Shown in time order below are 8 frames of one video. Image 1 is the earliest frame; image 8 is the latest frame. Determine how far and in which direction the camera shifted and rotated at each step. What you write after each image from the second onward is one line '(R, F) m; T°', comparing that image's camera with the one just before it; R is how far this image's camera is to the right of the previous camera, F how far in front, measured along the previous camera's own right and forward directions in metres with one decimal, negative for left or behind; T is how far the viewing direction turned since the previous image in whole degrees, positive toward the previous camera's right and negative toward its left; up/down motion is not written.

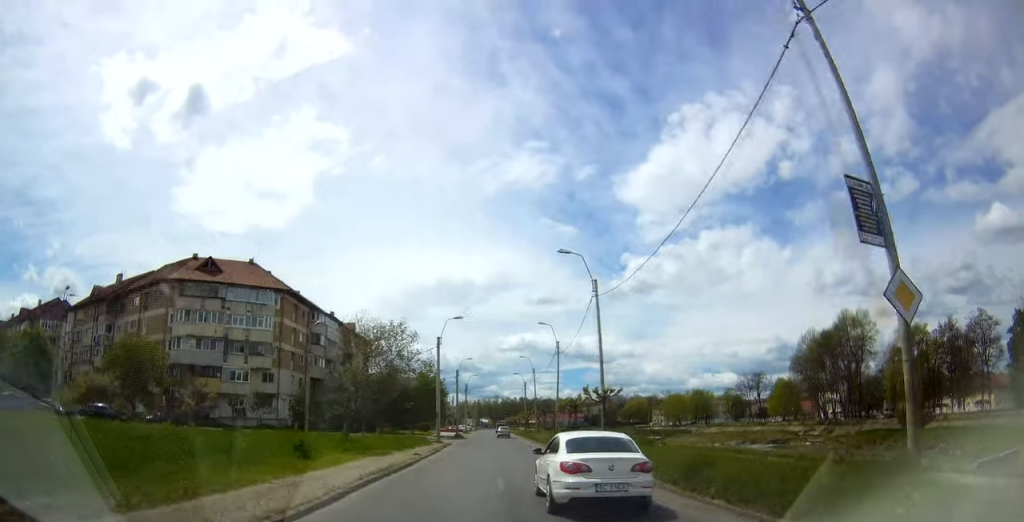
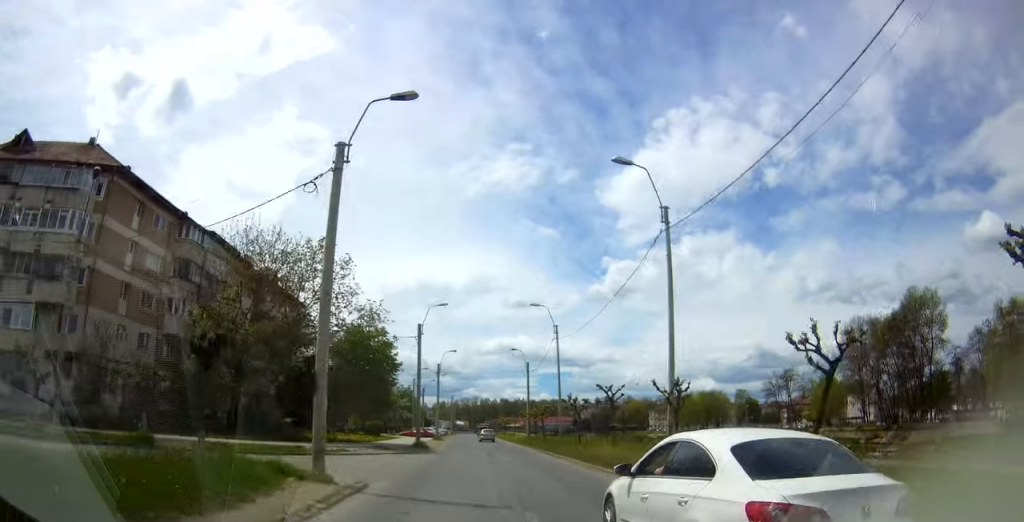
(+0.1, +35.1) m; +1°
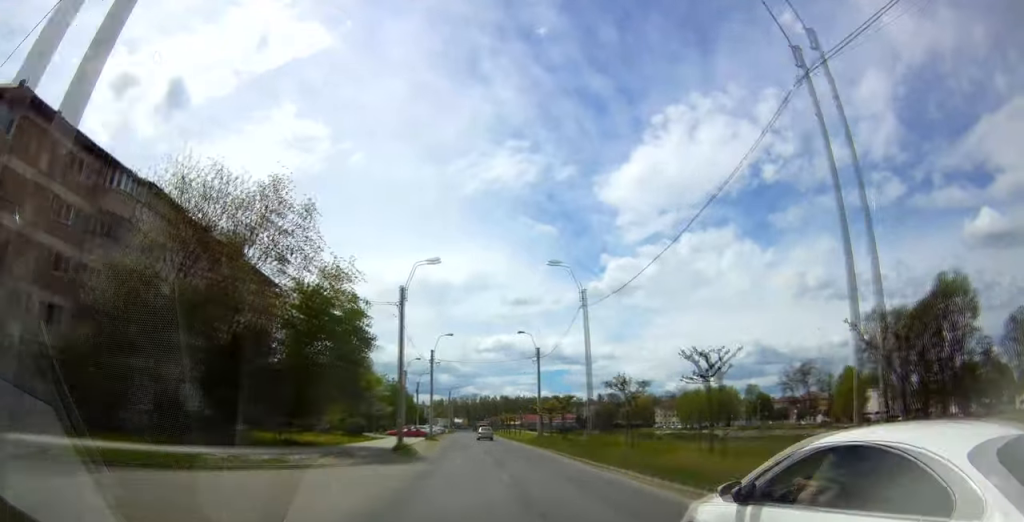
(+0.1, +11.1) m; +1°
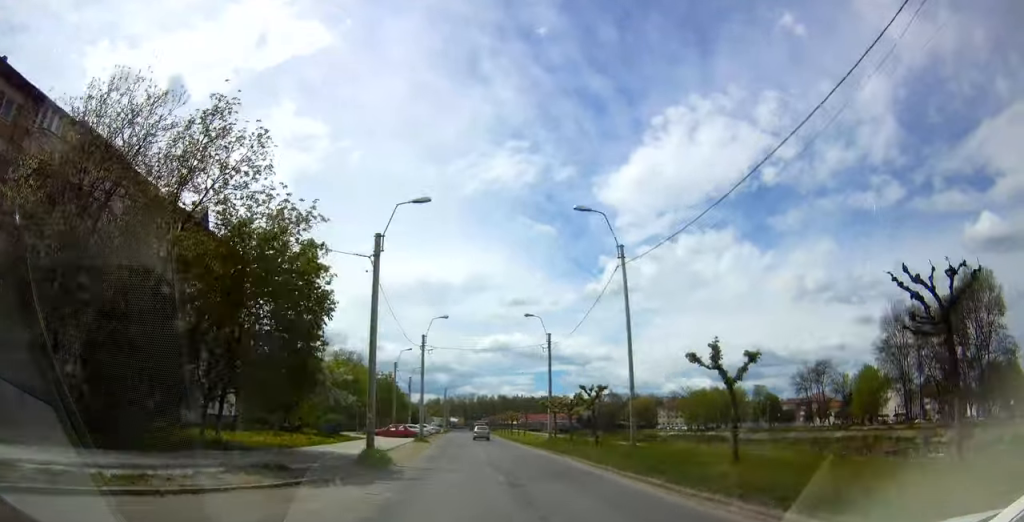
(+0.1, +9.0) m; +1°
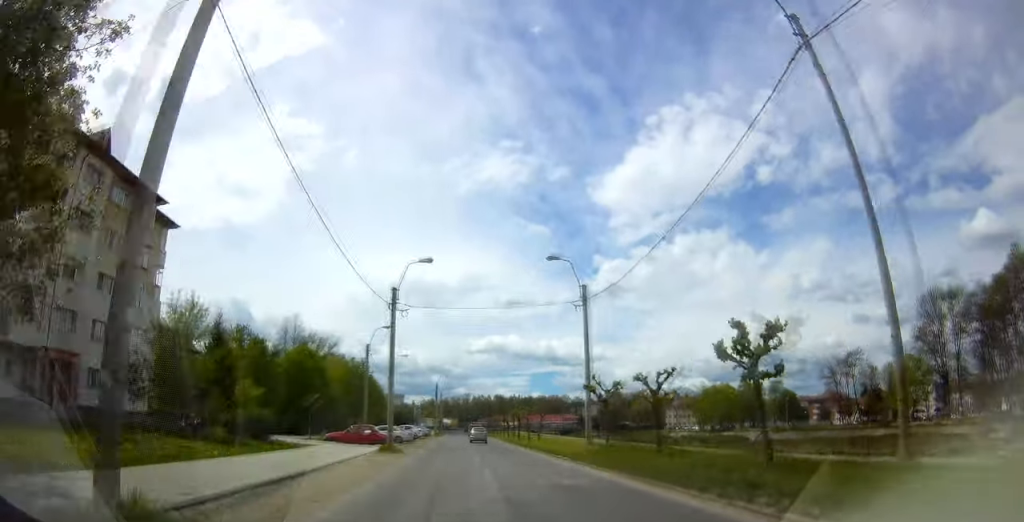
(+0.2, +16.7) m; 0°
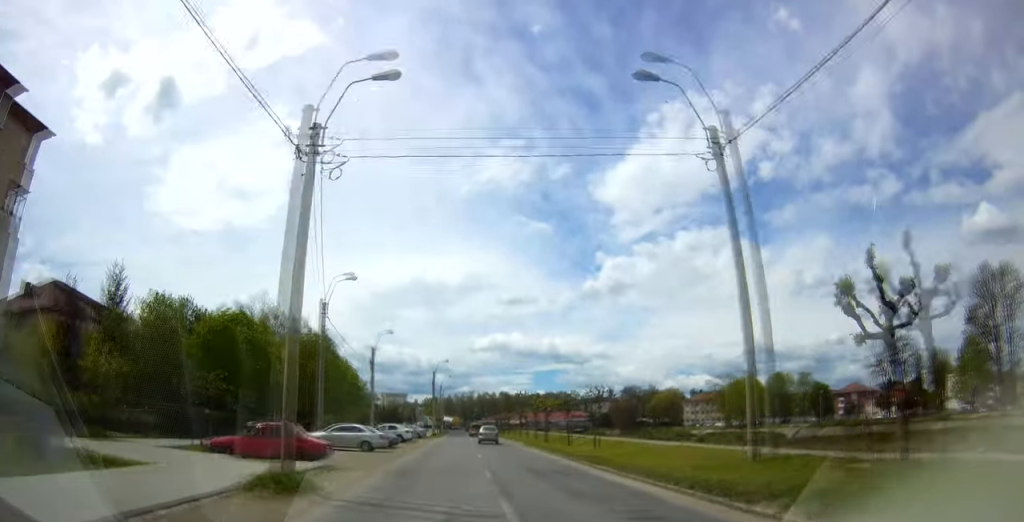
(0.0, +18.0) m; -1°
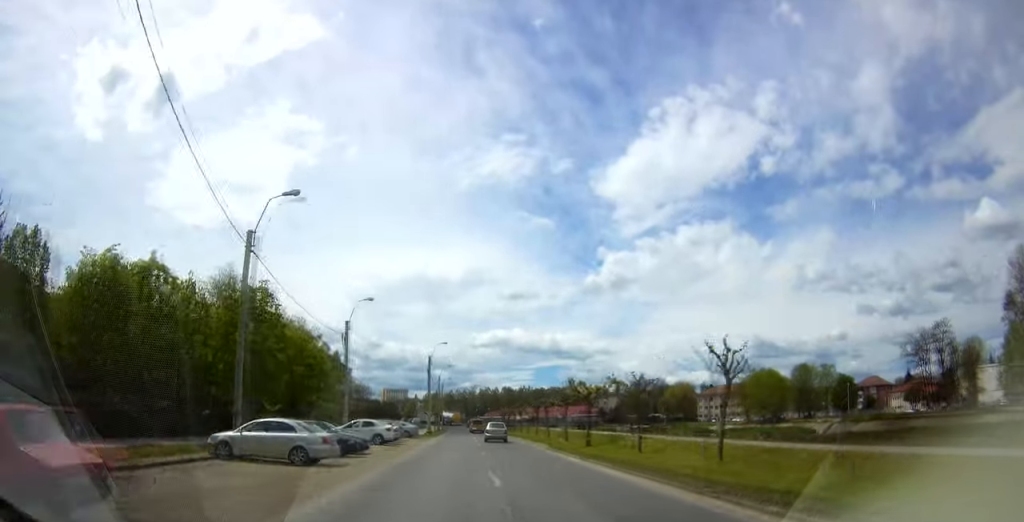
(-0.2, +12.7) m; 0°
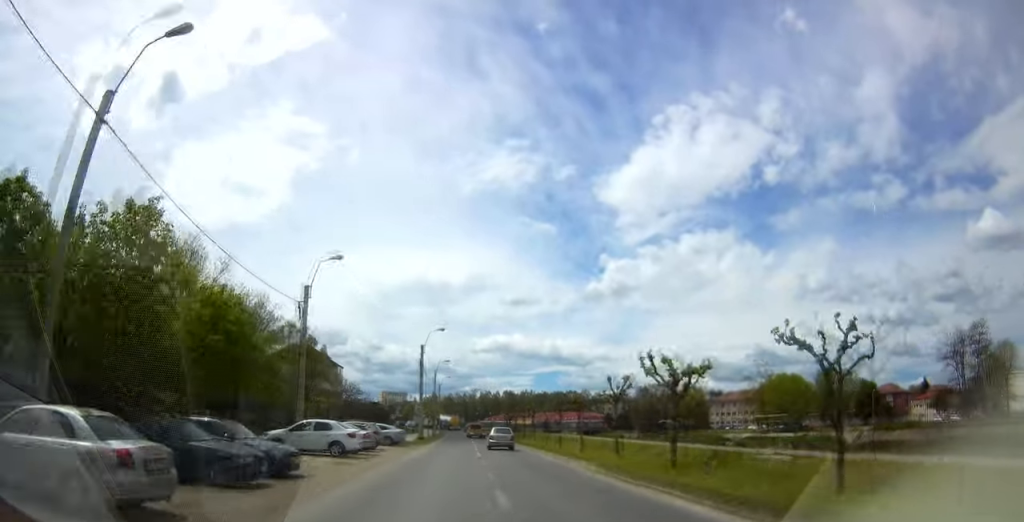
(-0.2, +11.8) m; 0°
